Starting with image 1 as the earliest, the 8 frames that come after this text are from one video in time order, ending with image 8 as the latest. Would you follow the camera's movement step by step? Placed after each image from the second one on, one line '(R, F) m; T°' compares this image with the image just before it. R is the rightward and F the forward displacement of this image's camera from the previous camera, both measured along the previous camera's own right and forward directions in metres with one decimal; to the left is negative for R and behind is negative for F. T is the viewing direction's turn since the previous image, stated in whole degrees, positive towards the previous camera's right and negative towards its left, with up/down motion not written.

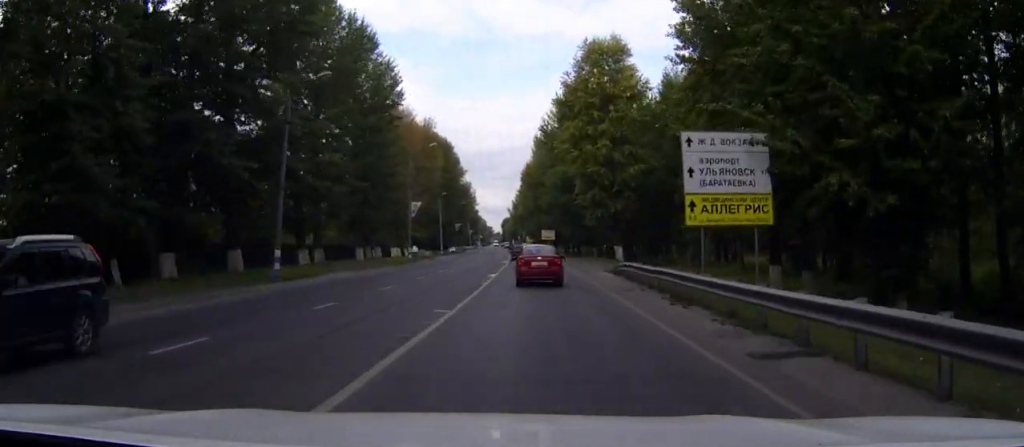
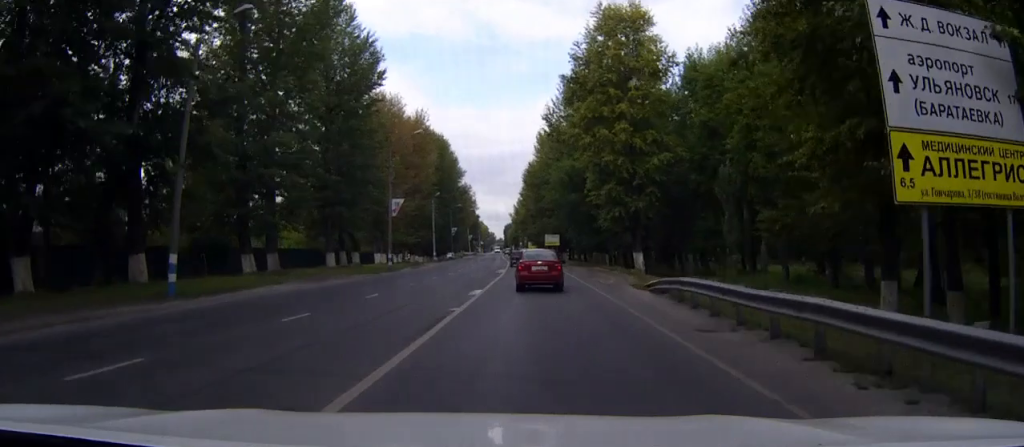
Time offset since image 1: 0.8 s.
(+0.1, +10.6) m; 0°
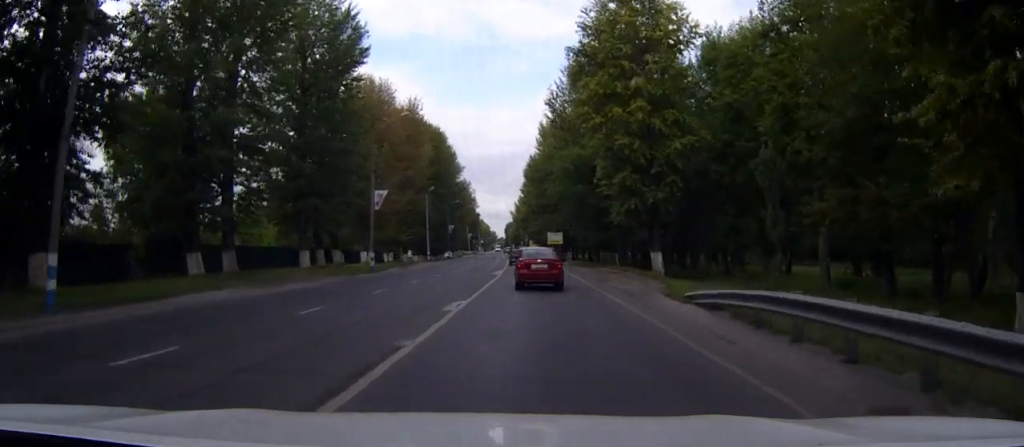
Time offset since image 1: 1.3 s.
(-0.1, +7.0) m; 0°
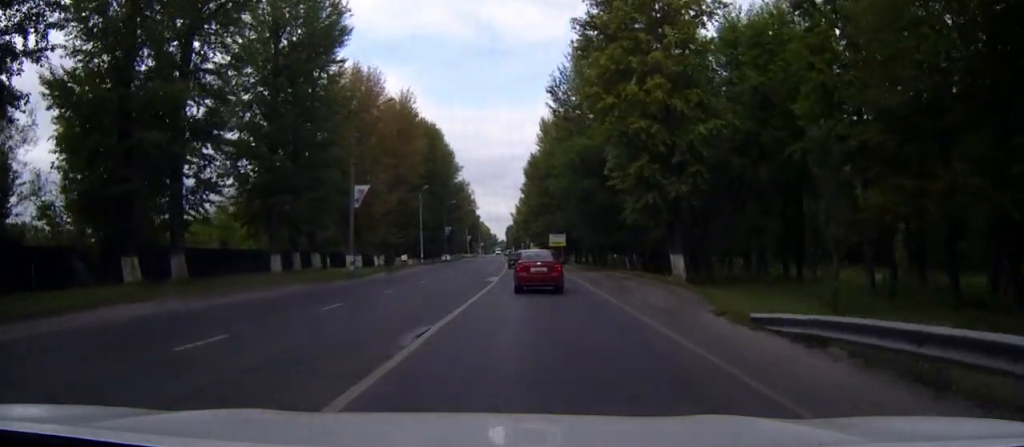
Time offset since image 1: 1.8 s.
(0.0, +6.1) m; 0°
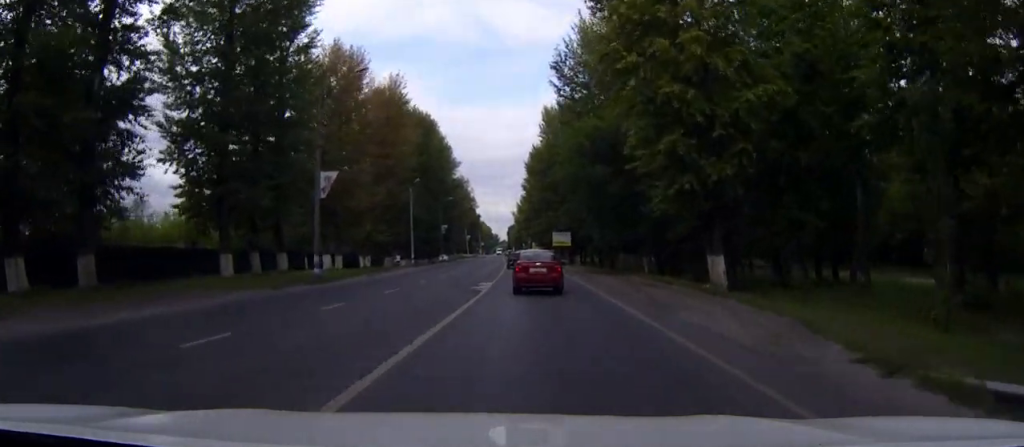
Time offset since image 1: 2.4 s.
(0.0, +7.9) m; 0°
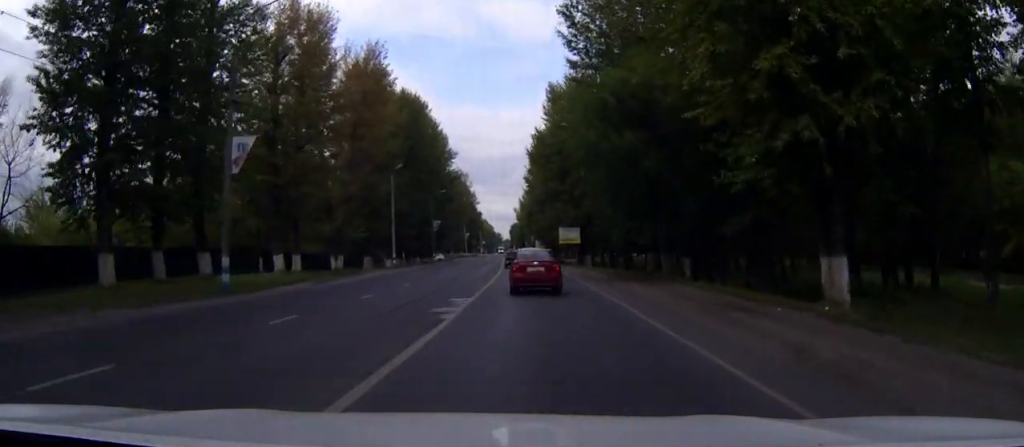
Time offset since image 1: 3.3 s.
(0.0, +12.1) m; 0°
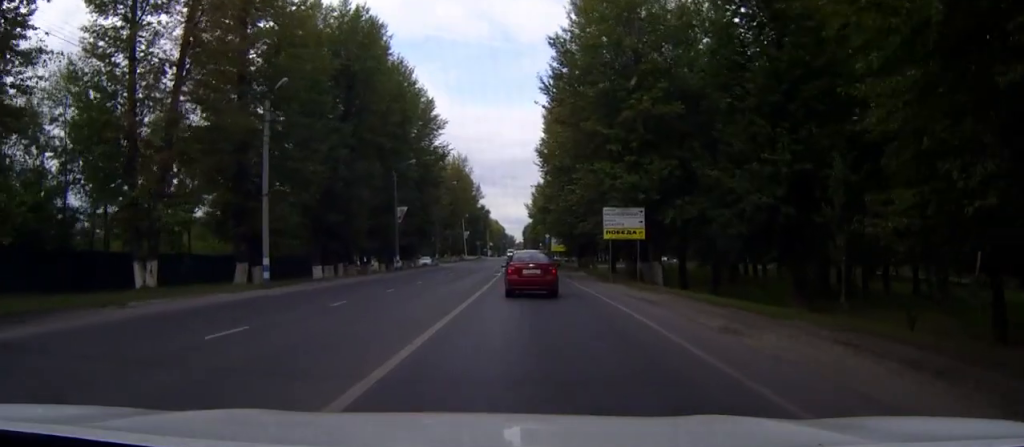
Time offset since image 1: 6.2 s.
(-0.2, +35.3) m; -1°
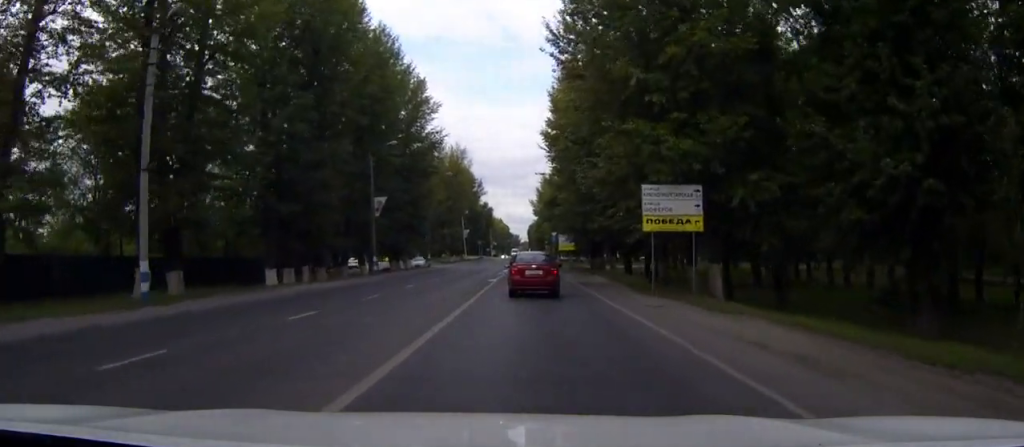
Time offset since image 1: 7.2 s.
(-0.1, +11.7) m; -1°
